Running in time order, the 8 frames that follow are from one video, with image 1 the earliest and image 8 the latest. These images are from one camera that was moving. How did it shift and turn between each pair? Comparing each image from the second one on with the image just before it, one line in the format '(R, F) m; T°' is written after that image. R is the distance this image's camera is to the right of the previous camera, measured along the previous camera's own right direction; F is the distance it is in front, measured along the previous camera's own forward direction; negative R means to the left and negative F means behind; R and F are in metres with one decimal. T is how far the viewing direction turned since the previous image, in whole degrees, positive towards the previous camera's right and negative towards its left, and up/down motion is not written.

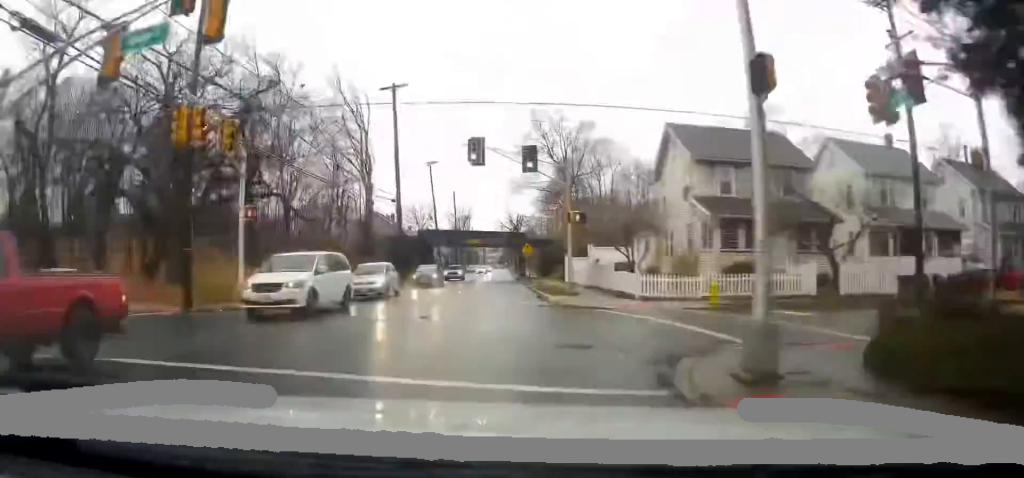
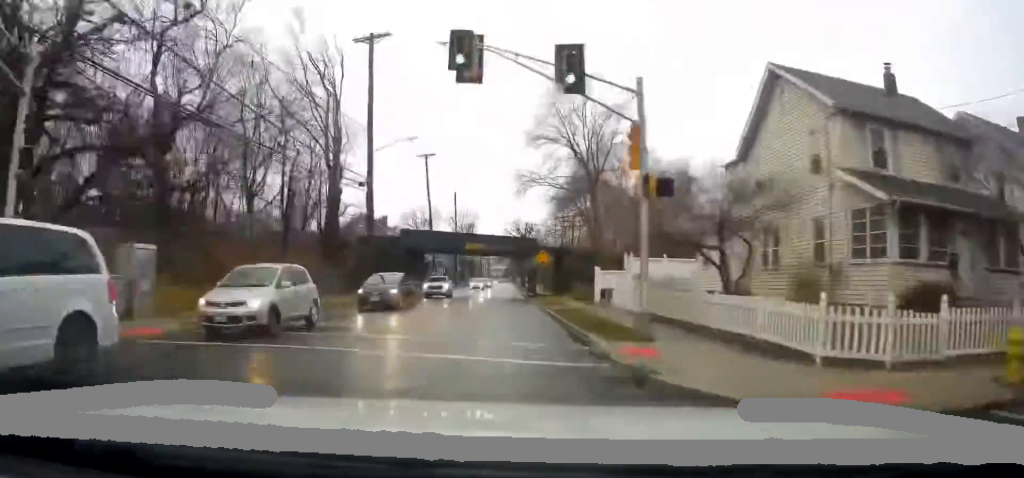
(0.0, +12.3) m; 0°
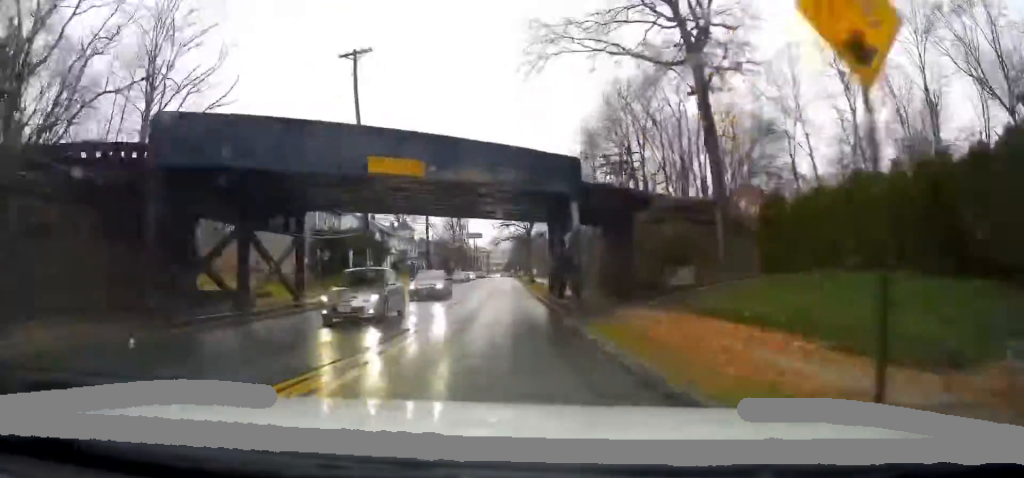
(-0.1, +31.9) m; 0°
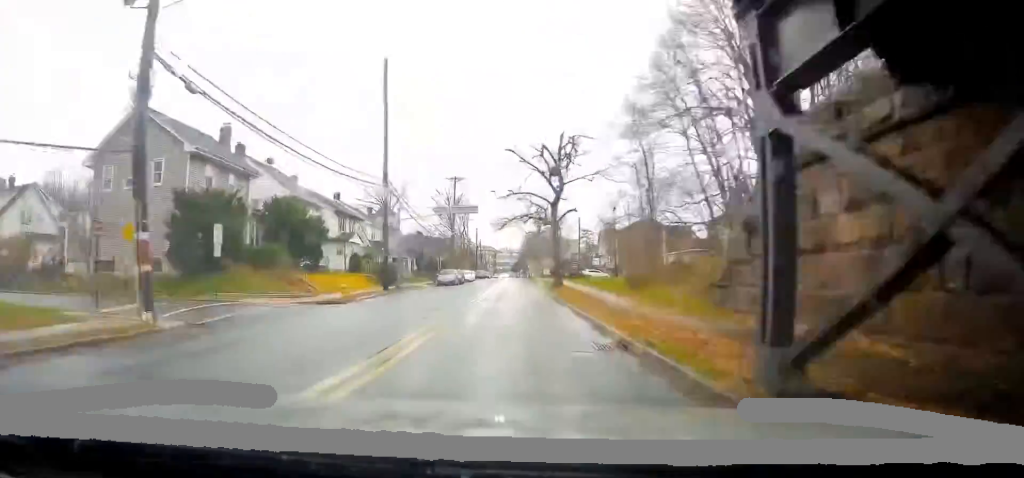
(-0.1, +24.4) m; 0°
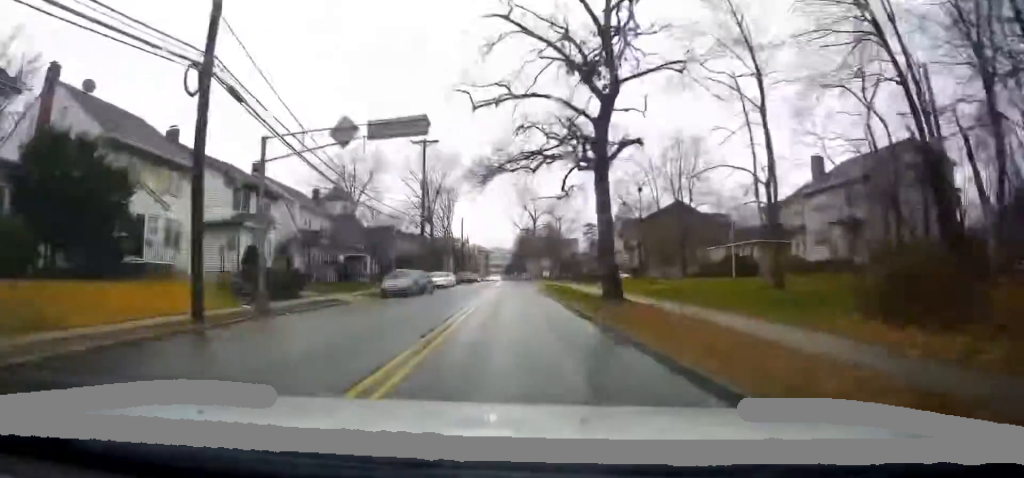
(0.0, +22.3) m; 0°
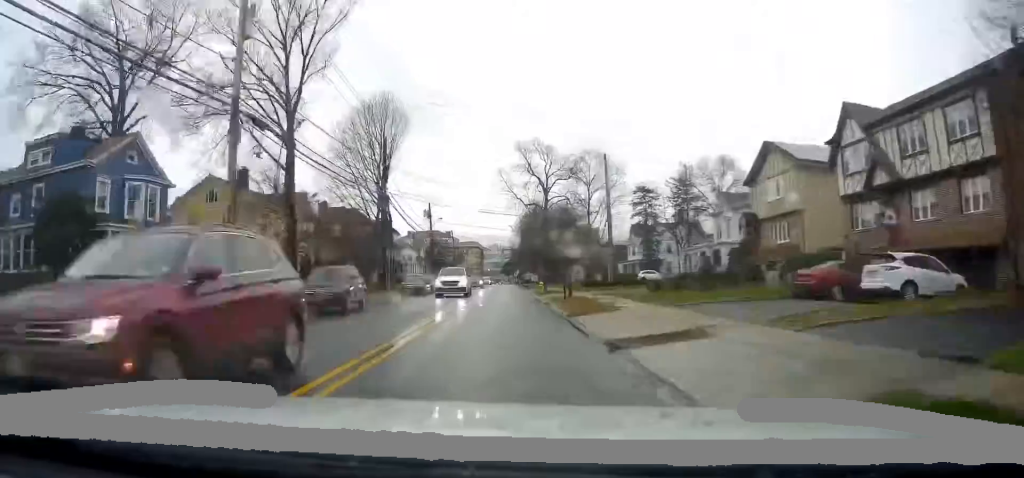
(-0.1, +60.0) m; 0°
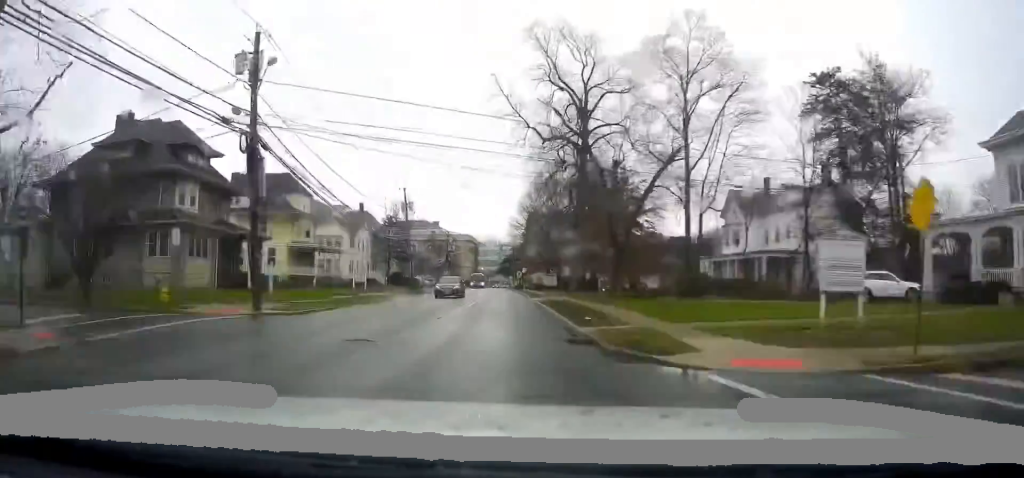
(0.0, +50.9) m; 0°
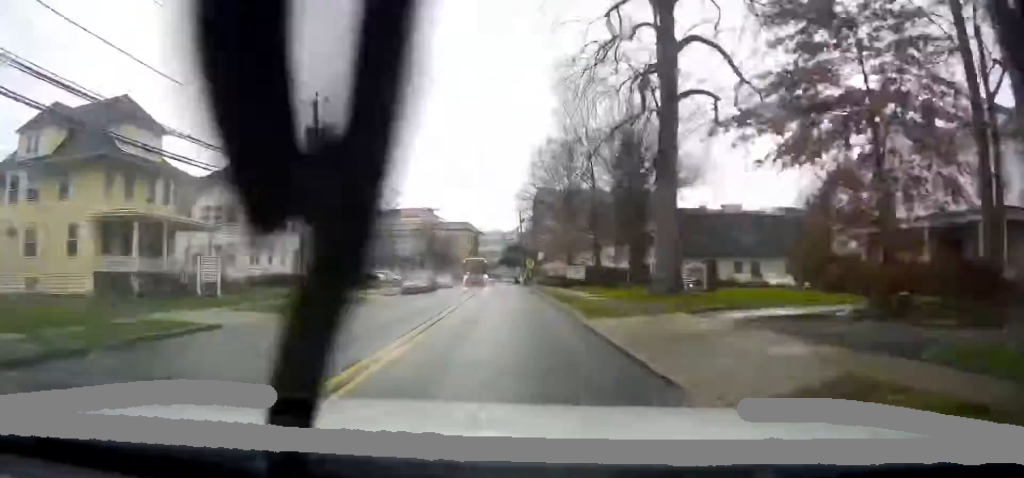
(0.0, +28.7) m; 0°
